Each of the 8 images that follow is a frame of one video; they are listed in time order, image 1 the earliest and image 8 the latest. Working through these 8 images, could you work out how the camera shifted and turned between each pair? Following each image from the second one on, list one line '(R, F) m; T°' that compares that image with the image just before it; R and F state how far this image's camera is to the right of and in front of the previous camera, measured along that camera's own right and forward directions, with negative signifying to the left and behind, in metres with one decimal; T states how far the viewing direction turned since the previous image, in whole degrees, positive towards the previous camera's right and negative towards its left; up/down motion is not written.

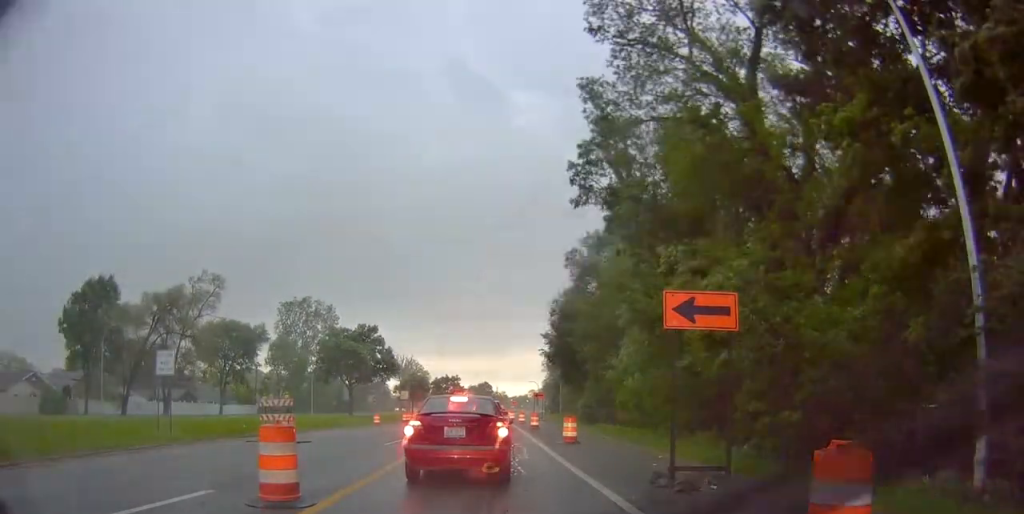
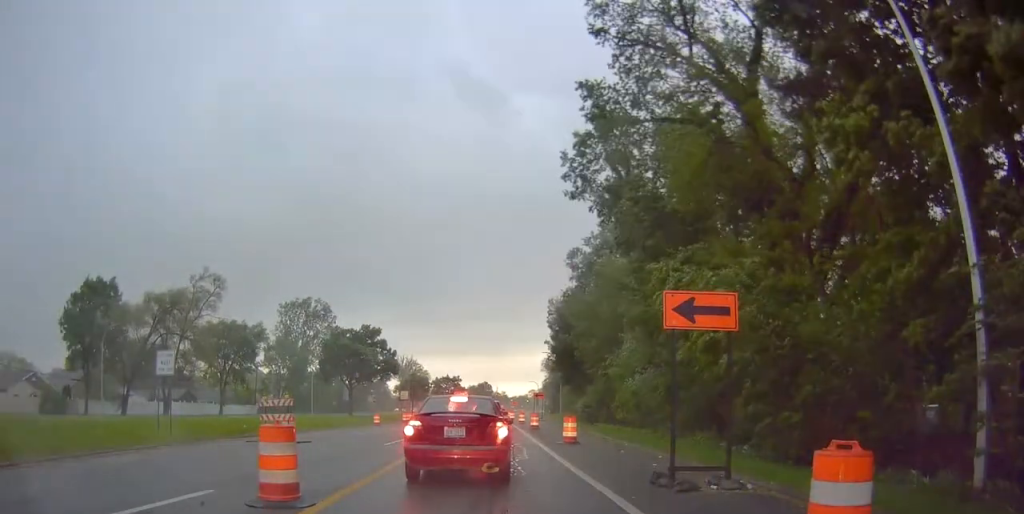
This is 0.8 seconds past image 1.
(0.0, 0.0) m; 0°
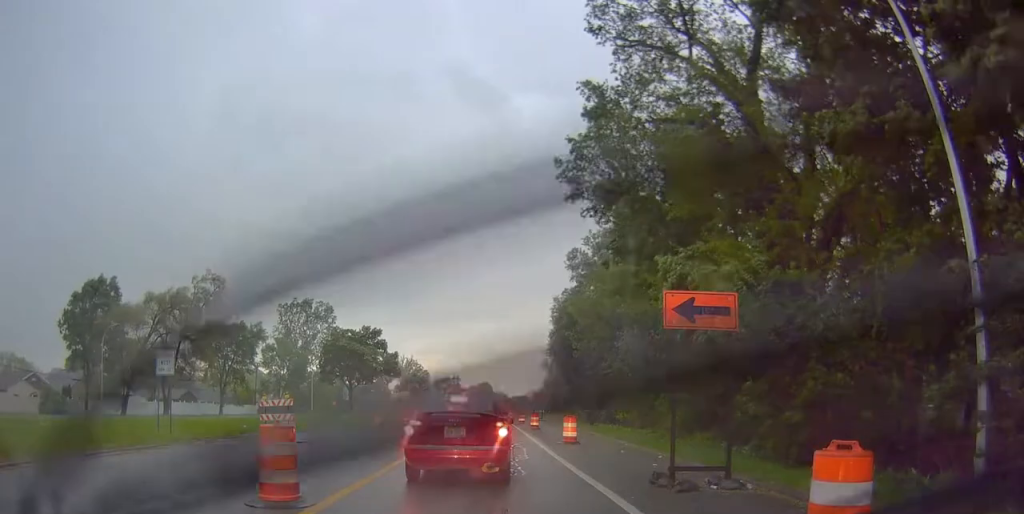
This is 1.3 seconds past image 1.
(0.0, 0.0) m; 0°
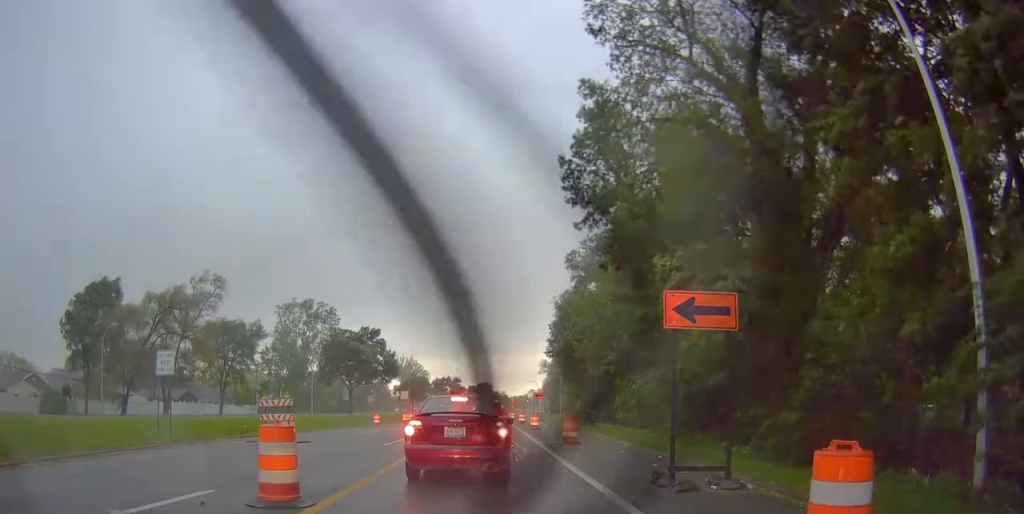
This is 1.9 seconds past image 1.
(0.0, 0.0) m; 0°
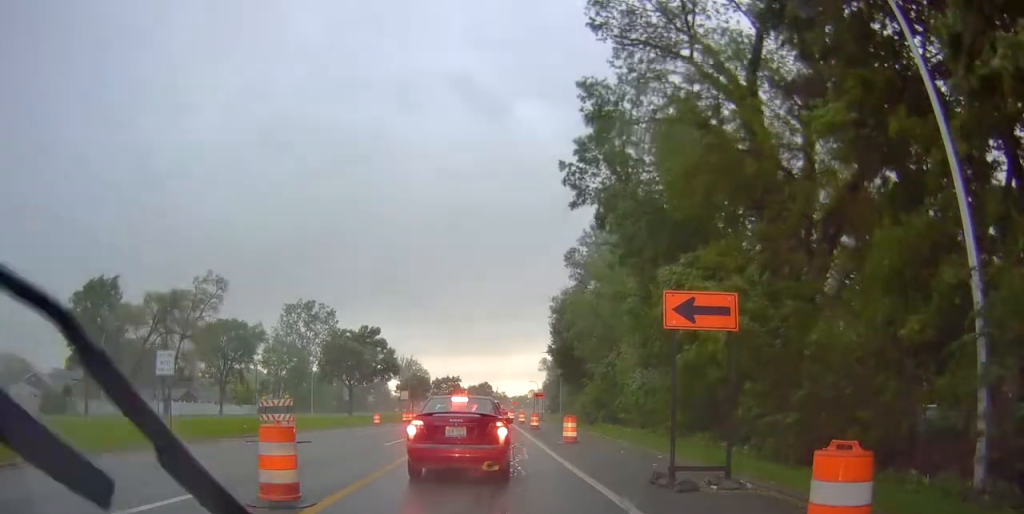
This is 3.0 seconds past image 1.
(0.0, 0.0) m; 0°
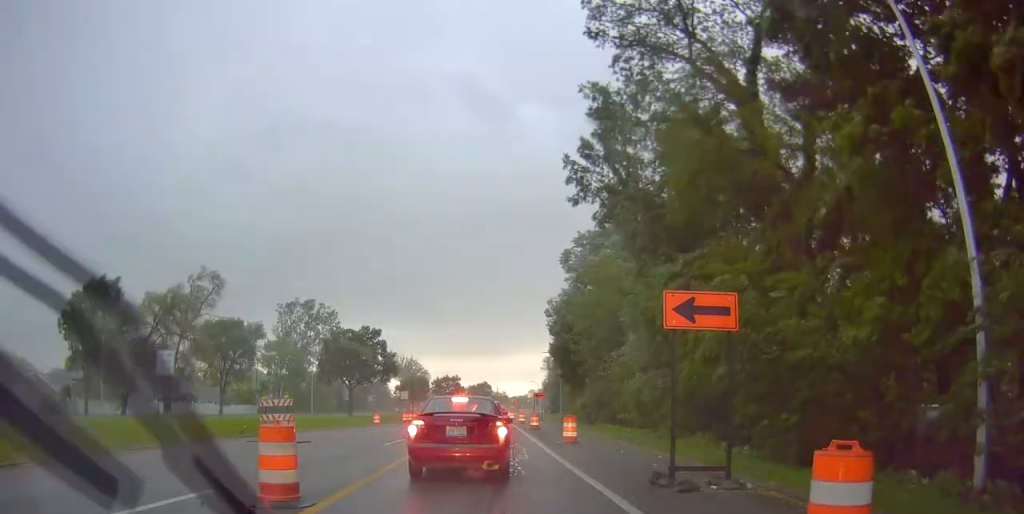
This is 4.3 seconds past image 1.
(0.0, 0.0) m; 0°
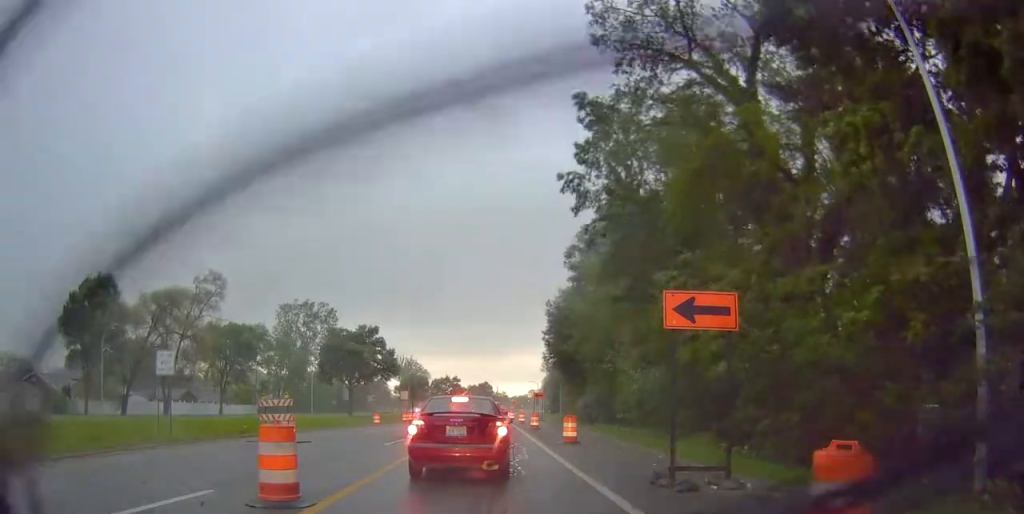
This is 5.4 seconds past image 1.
(0.0, 0.0) m; 0°
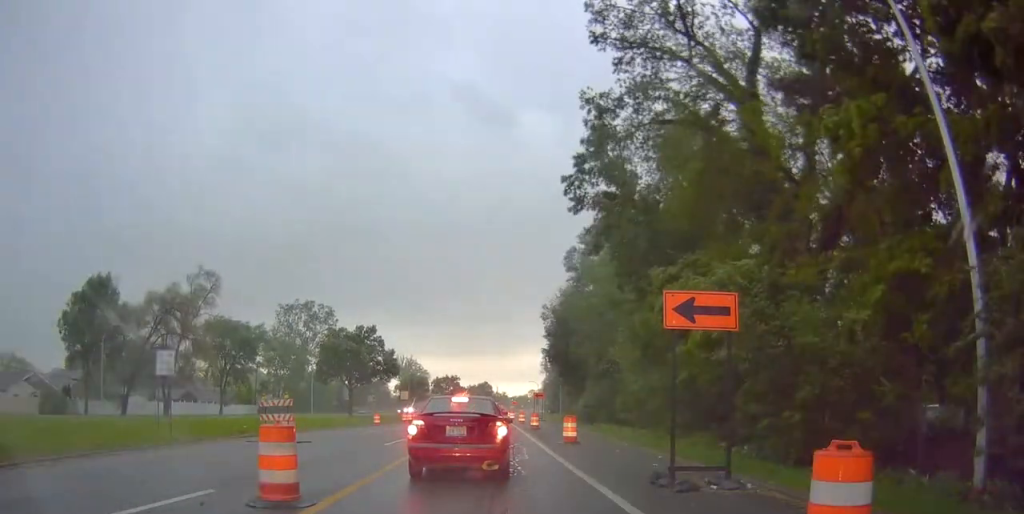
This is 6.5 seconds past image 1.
(0.0, 0.0) m; 0°
